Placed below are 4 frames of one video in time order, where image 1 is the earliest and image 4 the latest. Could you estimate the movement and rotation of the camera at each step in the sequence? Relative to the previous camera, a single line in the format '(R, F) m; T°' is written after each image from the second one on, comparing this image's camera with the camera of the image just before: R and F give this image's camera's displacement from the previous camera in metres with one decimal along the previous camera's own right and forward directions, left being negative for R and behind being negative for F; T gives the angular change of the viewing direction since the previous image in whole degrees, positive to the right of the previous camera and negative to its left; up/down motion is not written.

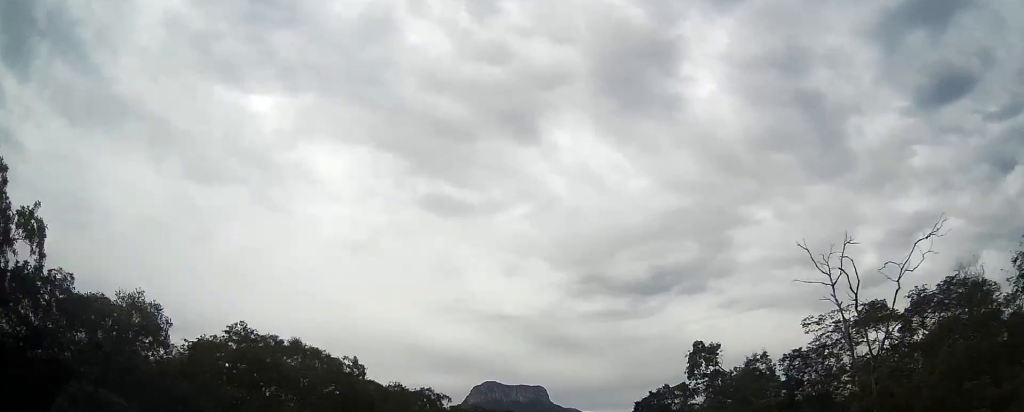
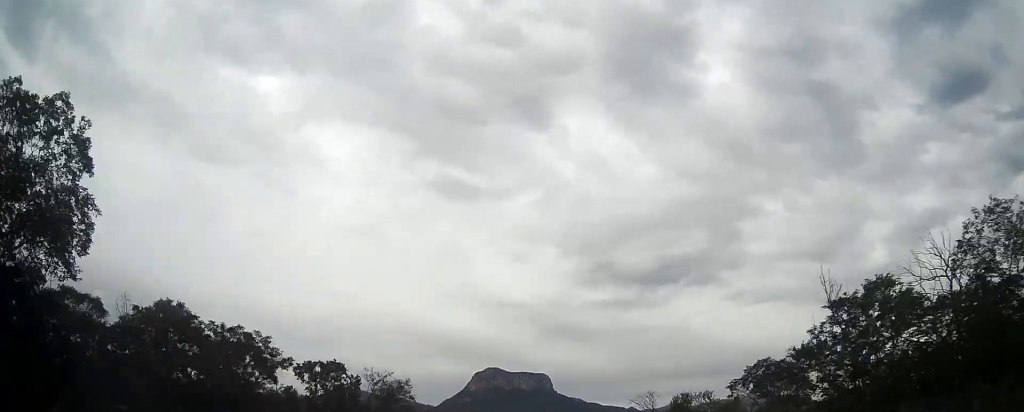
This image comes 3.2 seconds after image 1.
(-0.3, +113.5) m; 0°
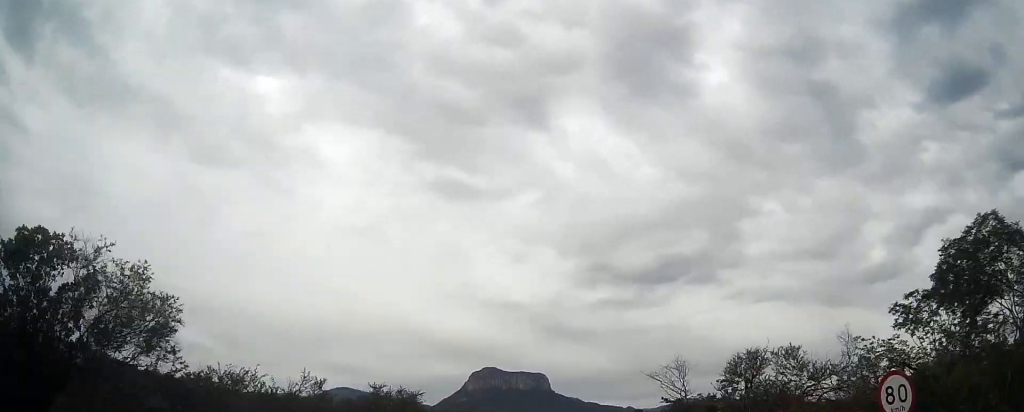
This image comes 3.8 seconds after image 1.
(0.0, +21.6) m; 0°
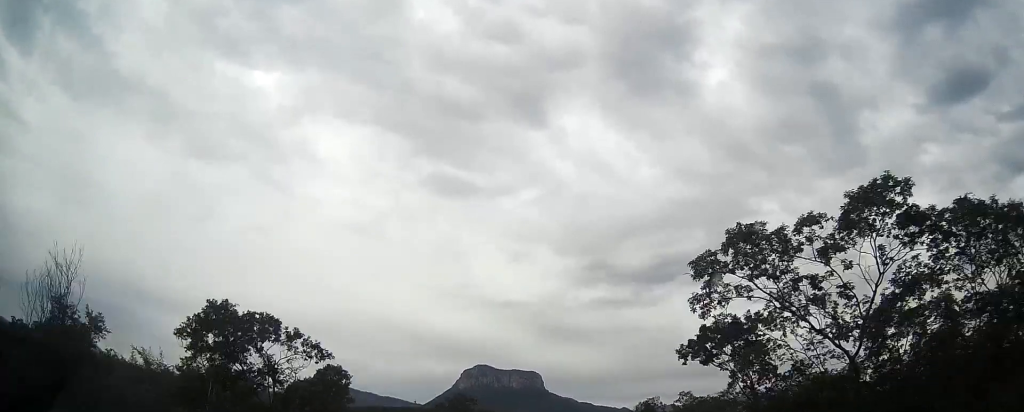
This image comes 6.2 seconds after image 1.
(-0.5, +86.4) m; 0°
